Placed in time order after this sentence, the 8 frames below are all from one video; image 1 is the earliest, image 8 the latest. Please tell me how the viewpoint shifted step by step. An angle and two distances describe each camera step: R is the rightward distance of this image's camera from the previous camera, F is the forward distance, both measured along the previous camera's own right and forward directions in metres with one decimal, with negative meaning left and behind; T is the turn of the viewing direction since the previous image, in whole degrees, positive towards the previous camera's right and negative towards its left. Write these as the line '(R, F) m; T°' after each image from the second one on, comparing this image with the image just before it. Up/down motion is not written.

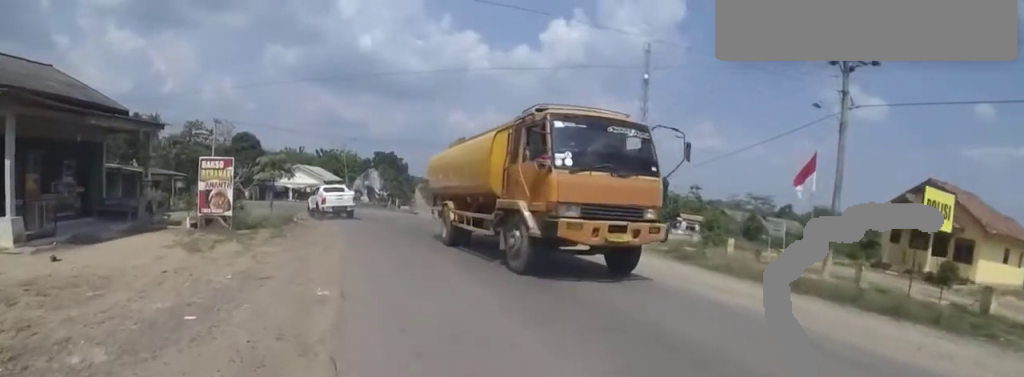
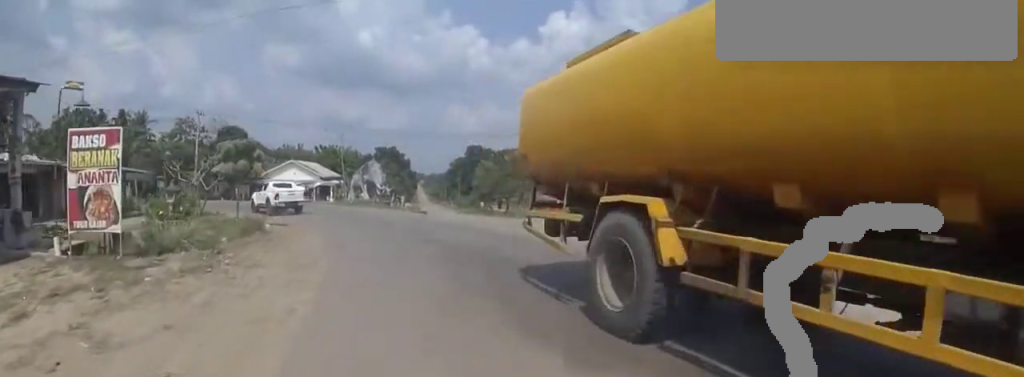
(+0.9, +5.9) m; +10°
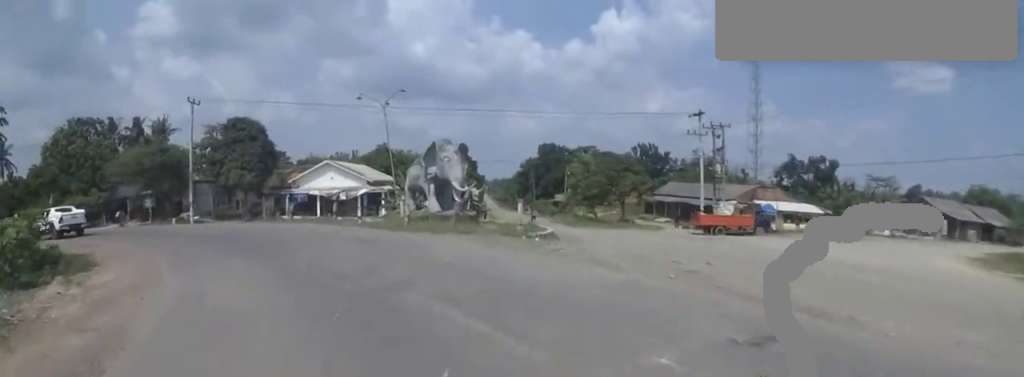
(-1.3, +20.2) m; -21°
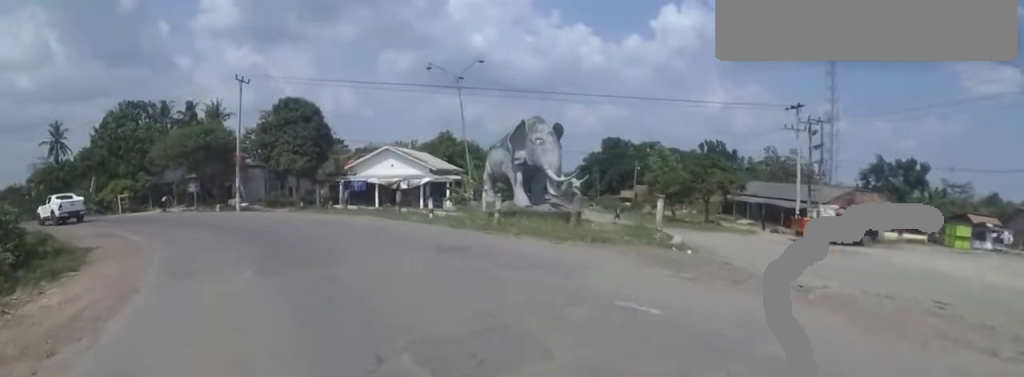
(-0.5, +4.4) m; -14°
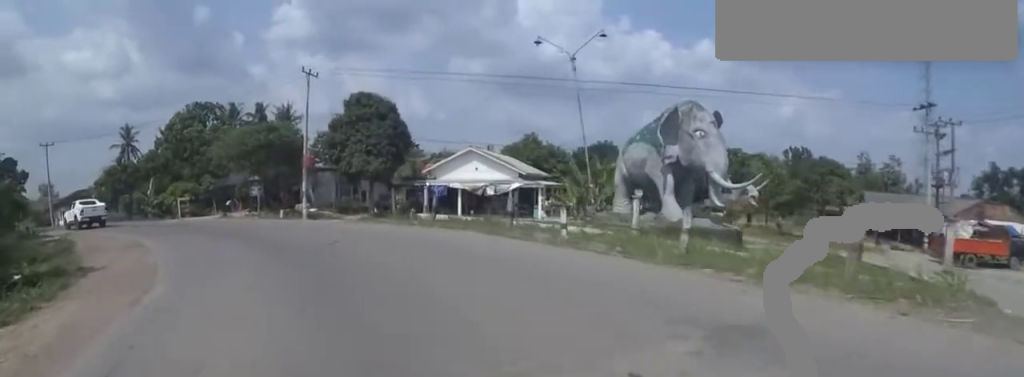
(-0.4, +4.6) m; -16°
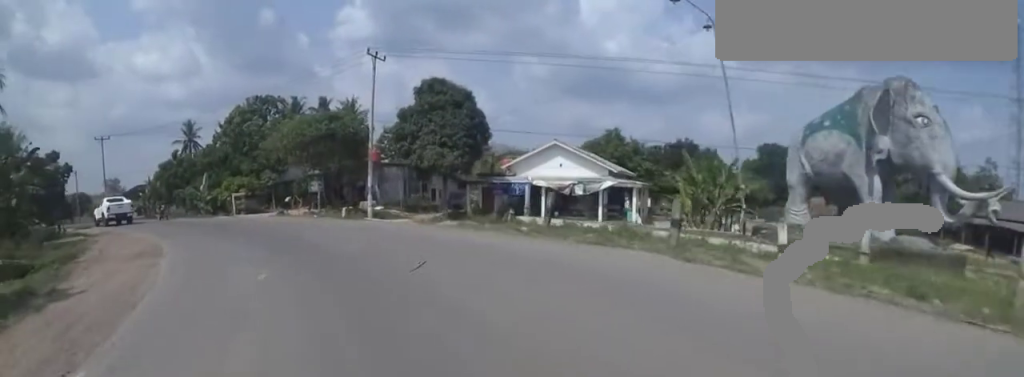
(-0.8, +4.0) m; -8°
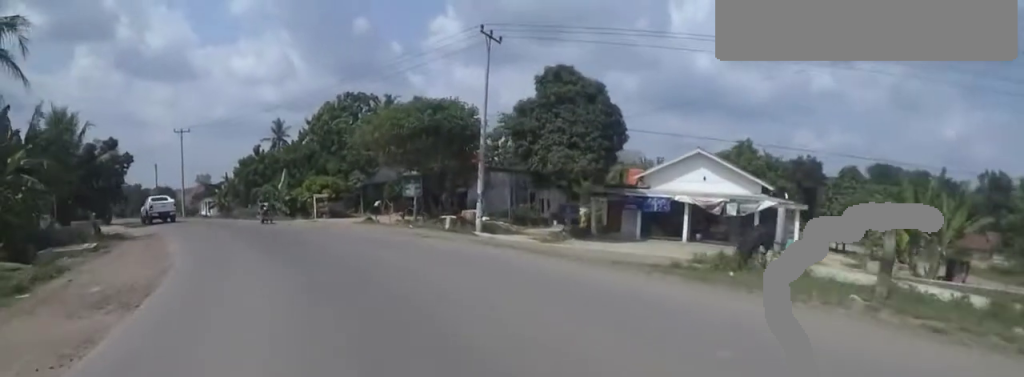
(-0.4, +6.2) m; -4°
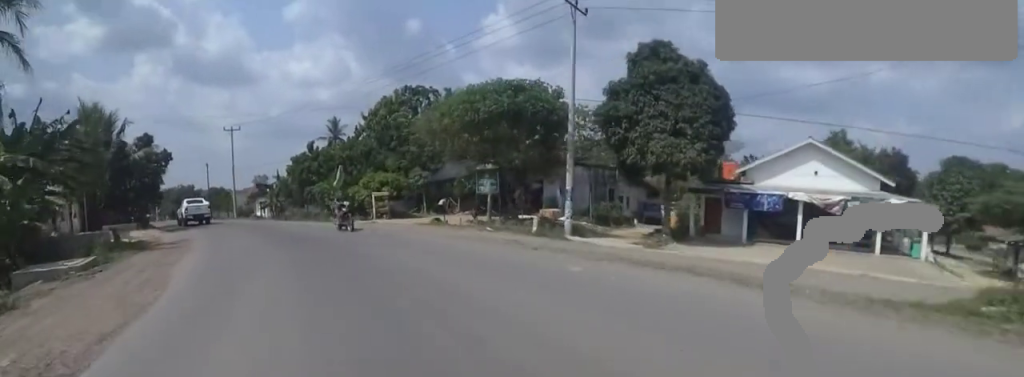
(0.0, +4.0) m; -1°
